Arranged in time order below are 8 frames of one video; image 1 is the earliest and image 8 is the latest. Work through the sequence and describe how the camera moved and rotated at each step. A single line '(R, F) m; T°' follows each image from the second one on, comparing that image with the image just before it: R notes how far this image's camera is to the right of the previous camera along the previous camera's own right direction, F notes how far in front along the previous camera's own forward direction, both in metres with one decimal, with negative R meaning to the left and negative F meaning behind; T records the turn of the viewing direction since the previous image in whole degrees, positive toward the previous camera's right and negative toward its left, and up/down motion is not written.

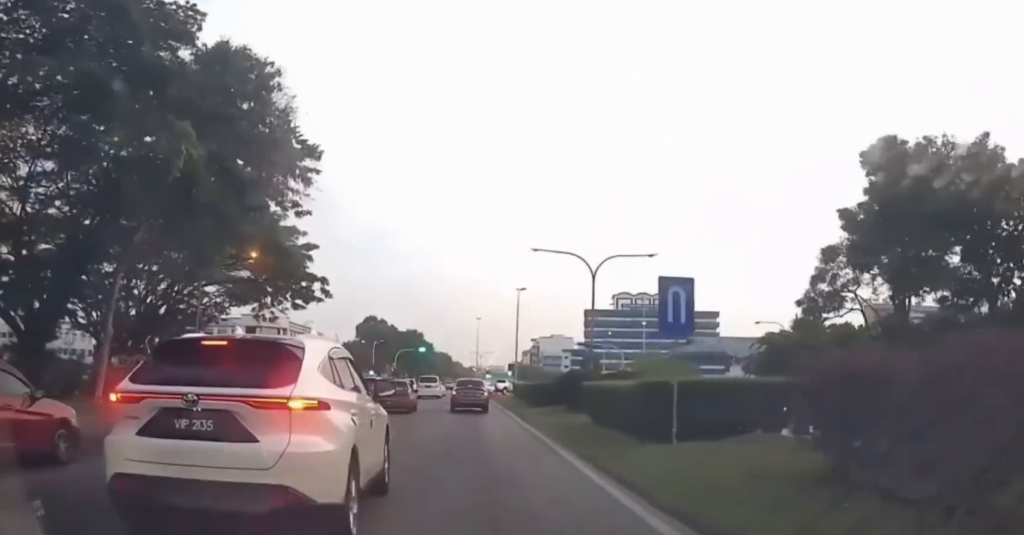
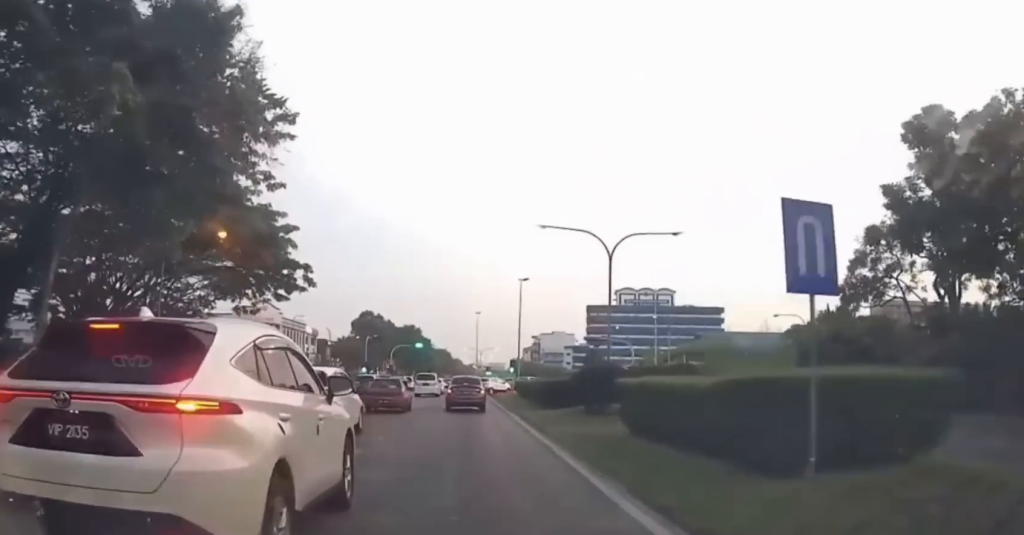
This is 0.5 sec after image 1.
(0.0, +5.1) m; 0°
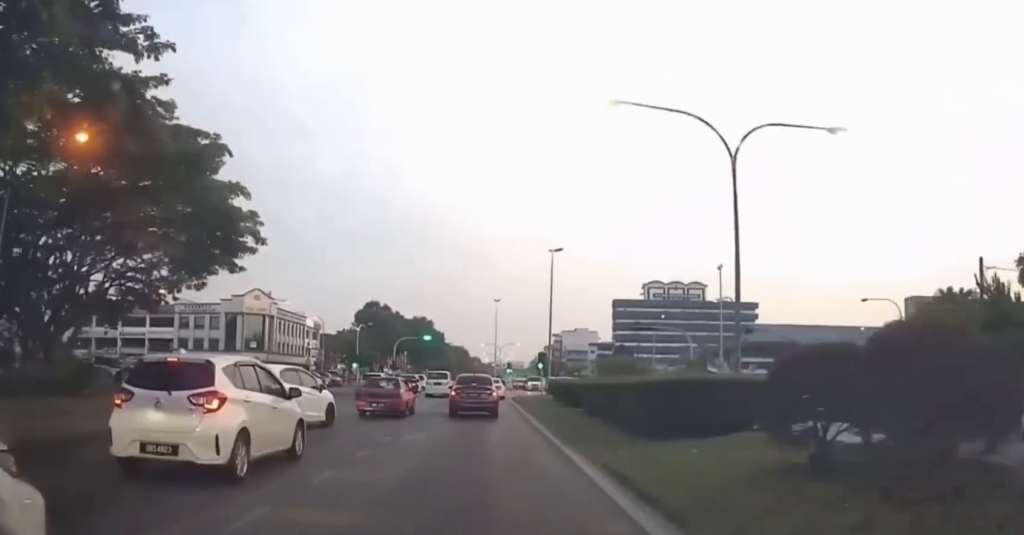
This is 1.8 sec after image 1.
(+0.2, +16.5) m; +2°
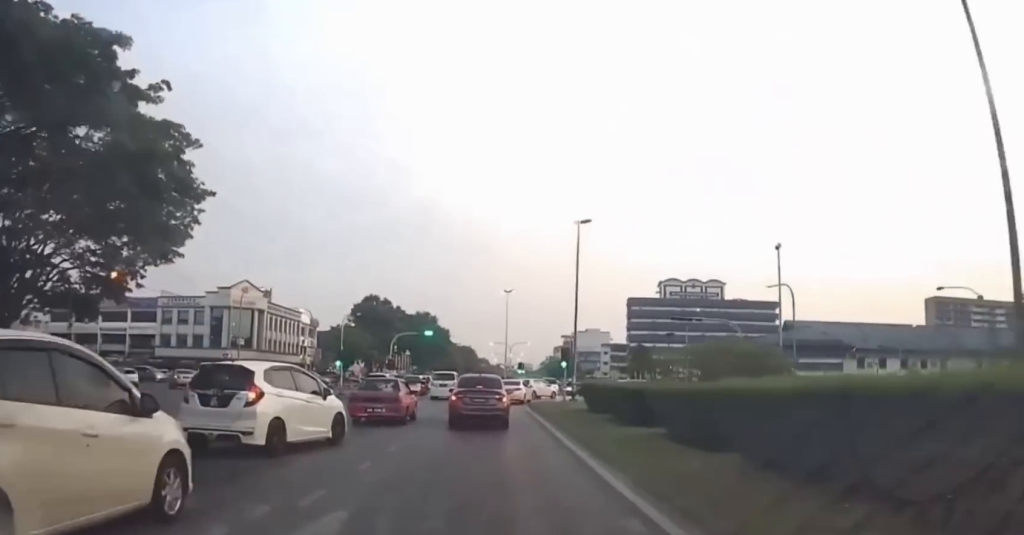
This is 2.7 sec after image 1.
(+0.1, +10.8) m; +1°
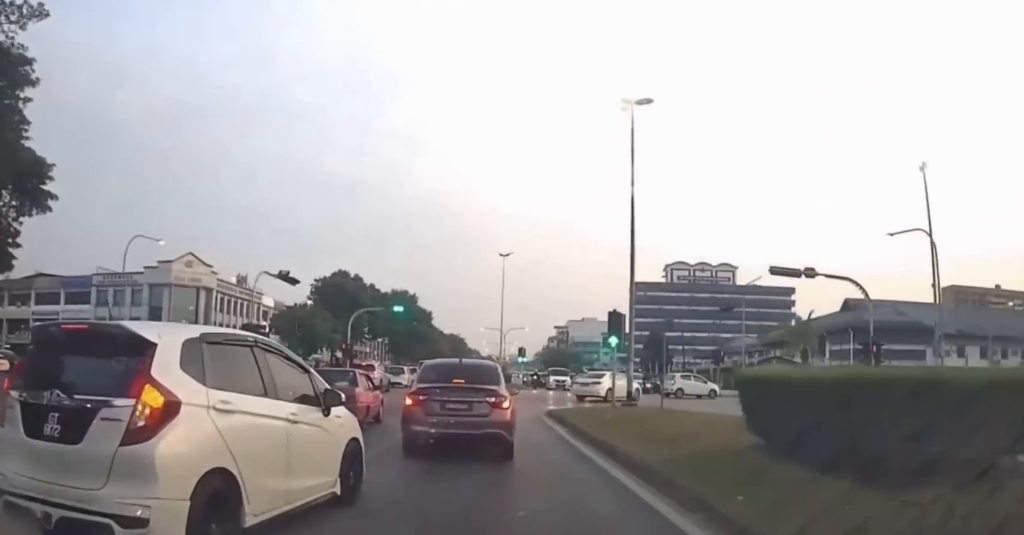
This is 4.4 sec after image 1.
(-0.5, +18.9) m; -4°
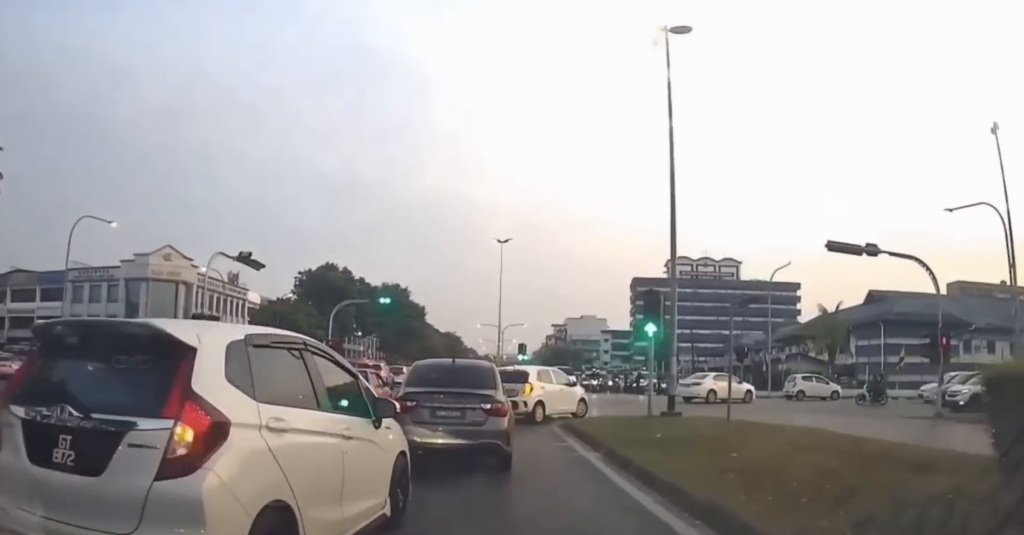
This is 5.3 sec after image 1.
(-0.1, +8.9) m; -1°
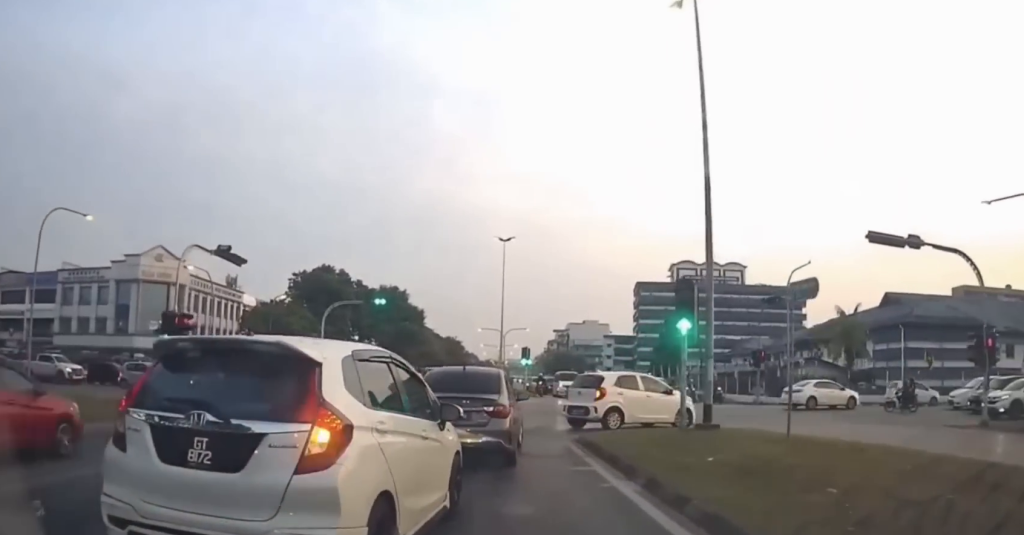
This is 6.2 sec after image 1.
(0.0, +6.2) m; 0°
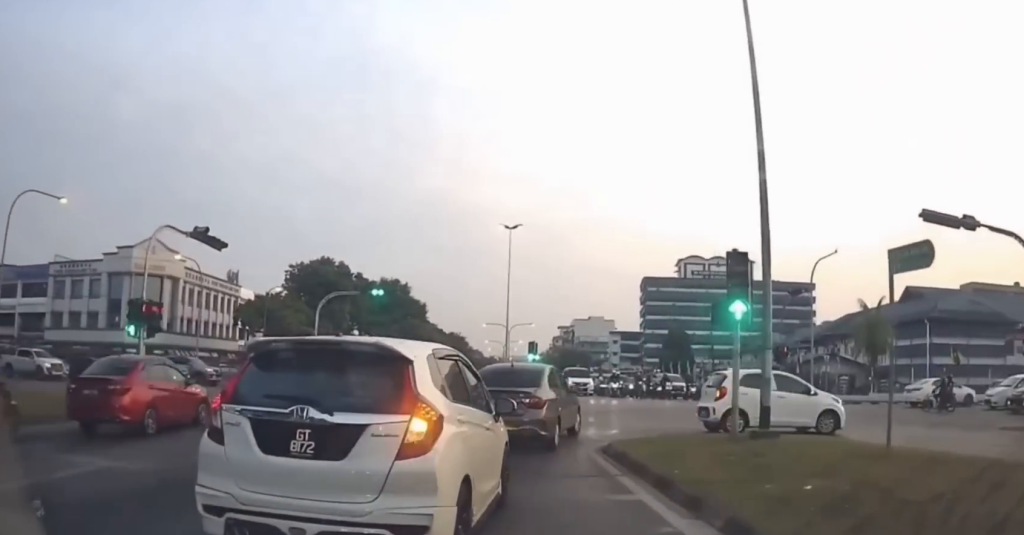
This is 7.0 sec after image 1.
(0.0, +4.7) m; 0°
